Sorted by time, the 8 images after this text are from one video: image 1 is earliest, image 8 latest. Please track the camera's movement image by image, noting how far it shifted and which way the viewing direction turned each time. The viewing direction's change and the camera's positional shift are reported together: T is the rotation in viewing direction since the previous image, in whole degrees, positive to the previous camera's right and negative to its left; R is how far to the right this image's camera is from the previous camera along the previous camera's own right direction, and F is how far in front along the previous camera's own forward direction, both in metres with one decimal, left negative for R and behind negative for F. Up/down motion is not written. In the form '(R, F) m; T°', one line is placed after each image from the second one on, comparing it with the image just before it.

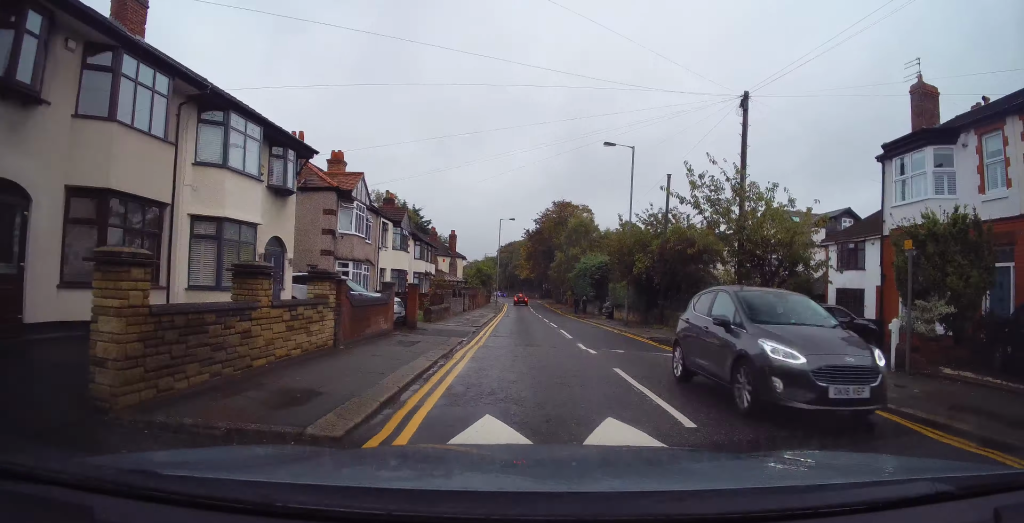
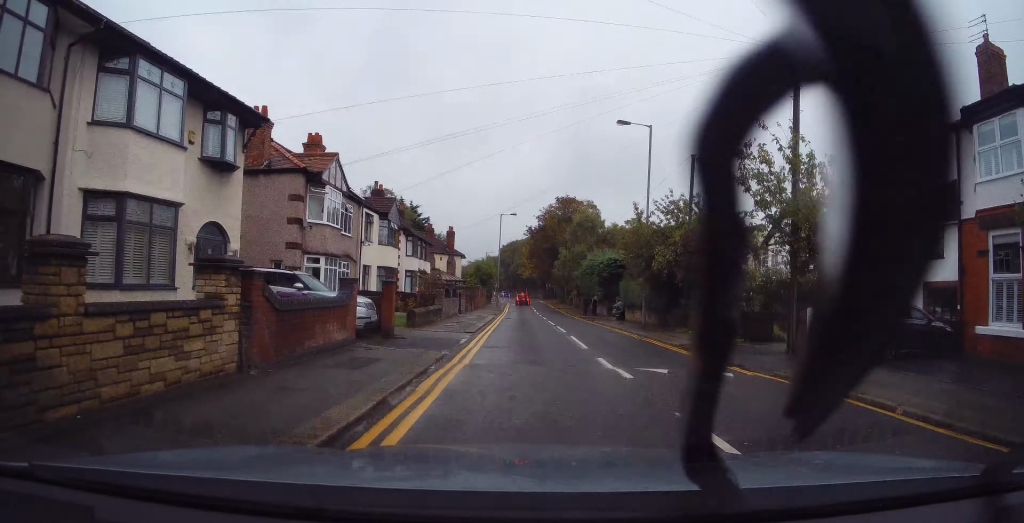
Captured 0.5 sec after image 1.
(+0.1, +3.9) m; -3°
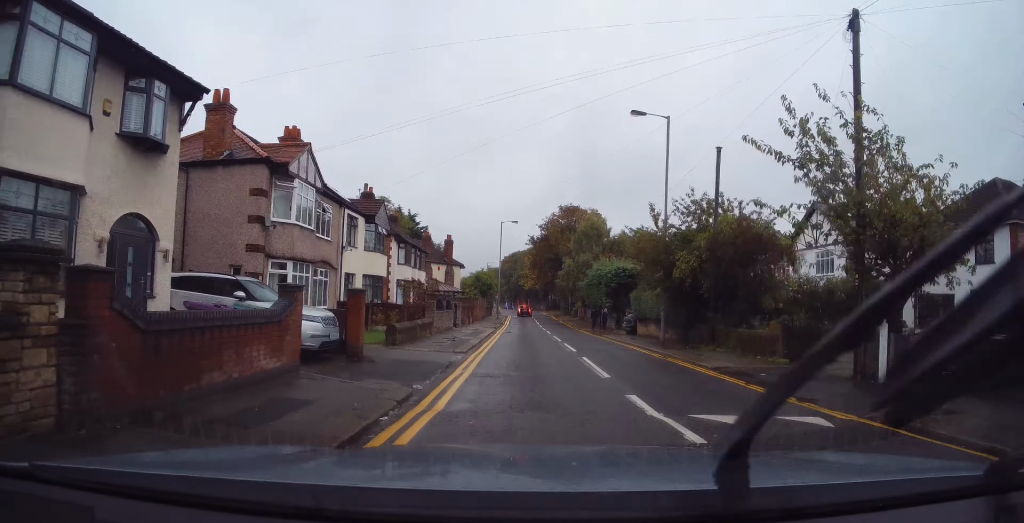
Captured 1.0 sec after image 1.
(-0.3, +3.3) m; -1°
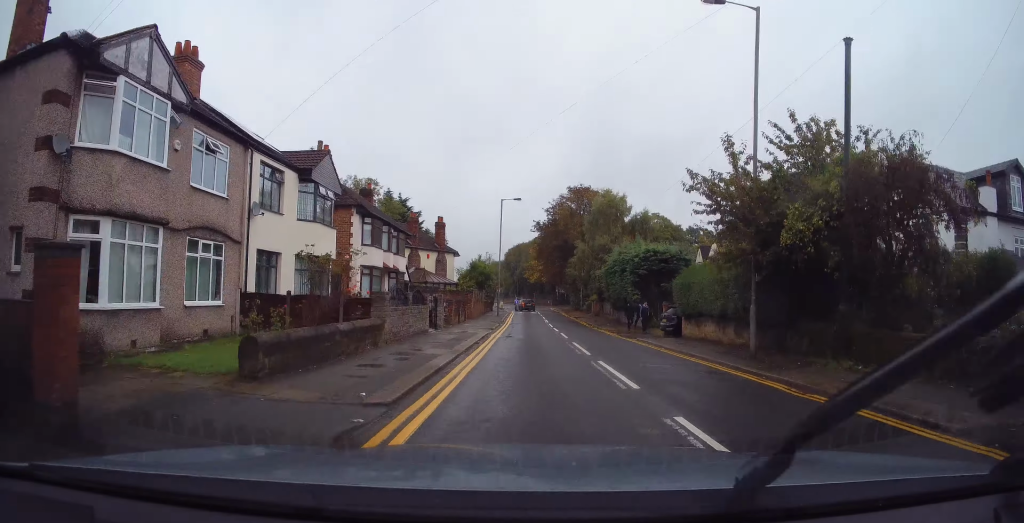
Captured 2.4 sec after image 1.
(0.0, +9.4) m; +1°
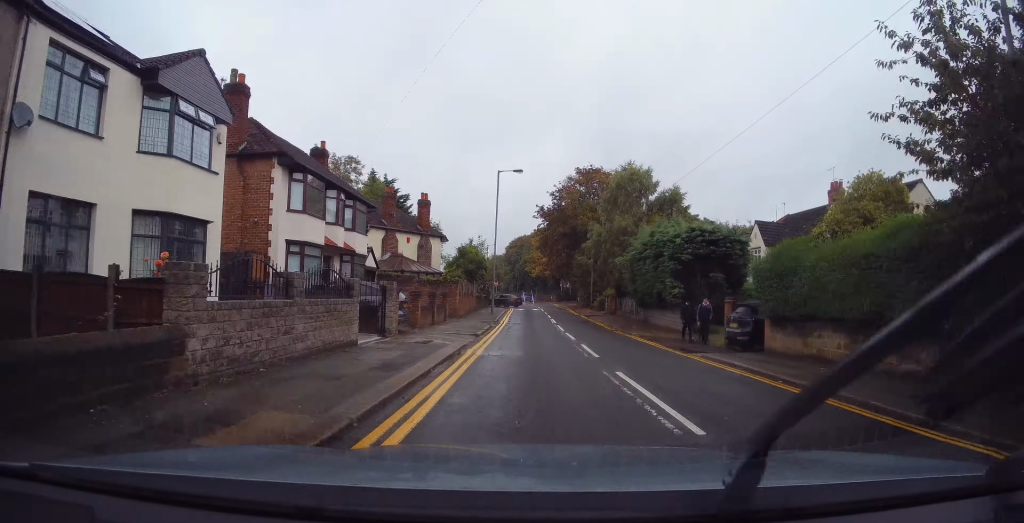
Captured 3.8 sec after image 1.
(-0.1, +9.5) m; 0°
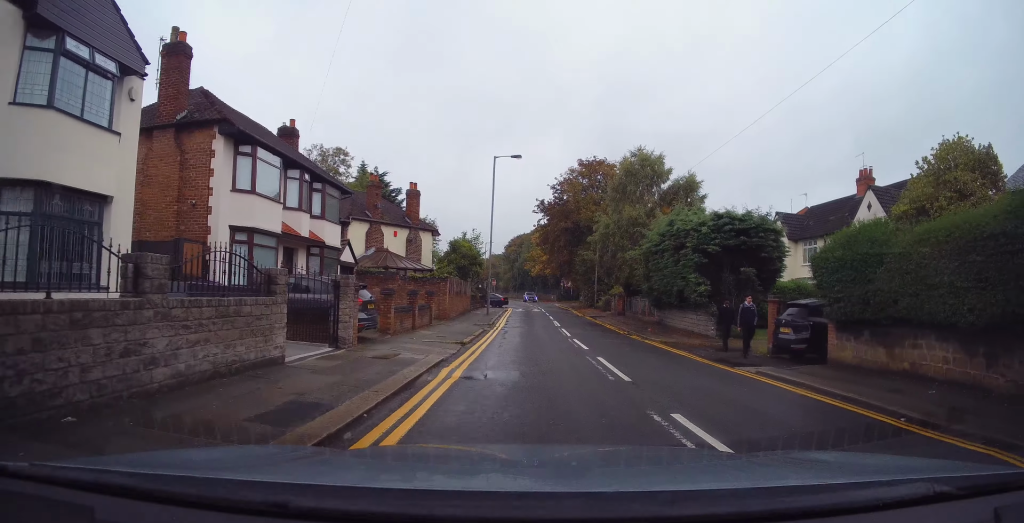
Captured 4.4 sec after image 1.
(0.0, +3.8) m; +2°
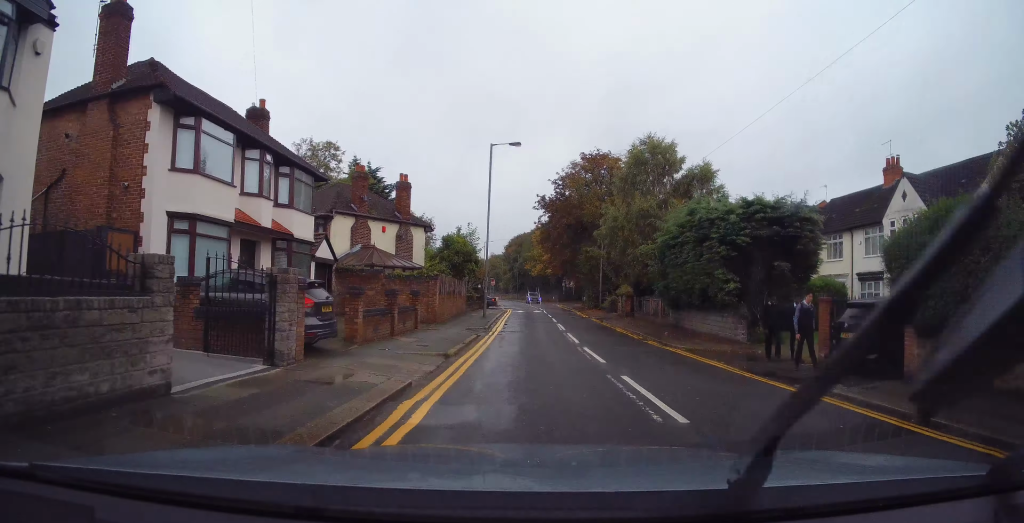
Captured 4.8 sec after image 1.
(+0.1, +3.0) m; 0°
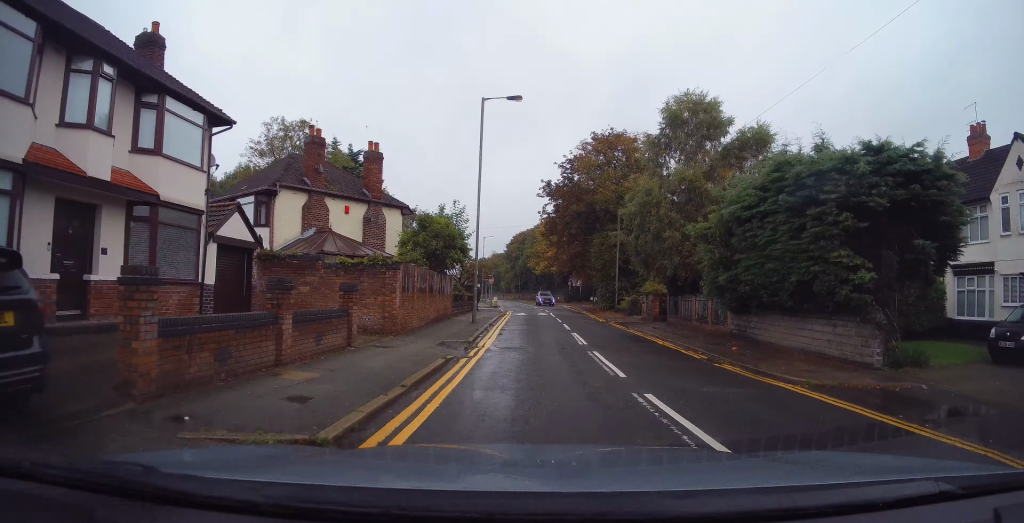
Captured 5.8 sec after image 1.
(0.0, +7.4) m; -3°
